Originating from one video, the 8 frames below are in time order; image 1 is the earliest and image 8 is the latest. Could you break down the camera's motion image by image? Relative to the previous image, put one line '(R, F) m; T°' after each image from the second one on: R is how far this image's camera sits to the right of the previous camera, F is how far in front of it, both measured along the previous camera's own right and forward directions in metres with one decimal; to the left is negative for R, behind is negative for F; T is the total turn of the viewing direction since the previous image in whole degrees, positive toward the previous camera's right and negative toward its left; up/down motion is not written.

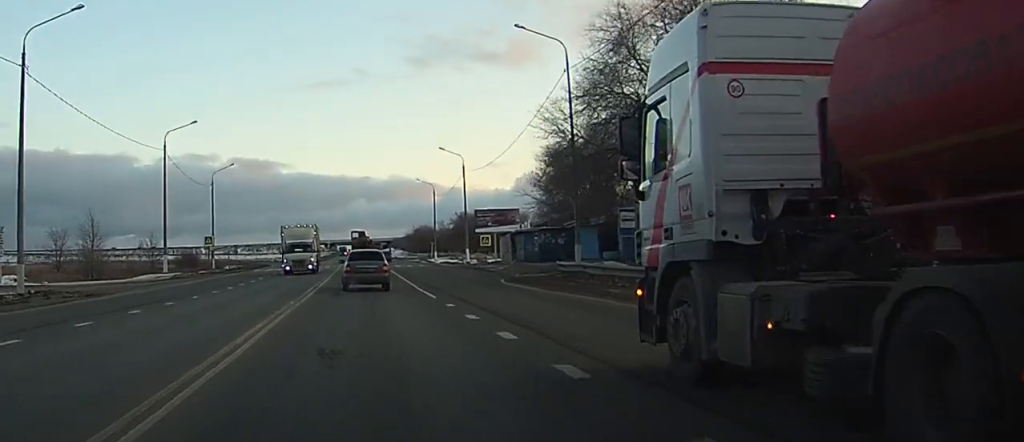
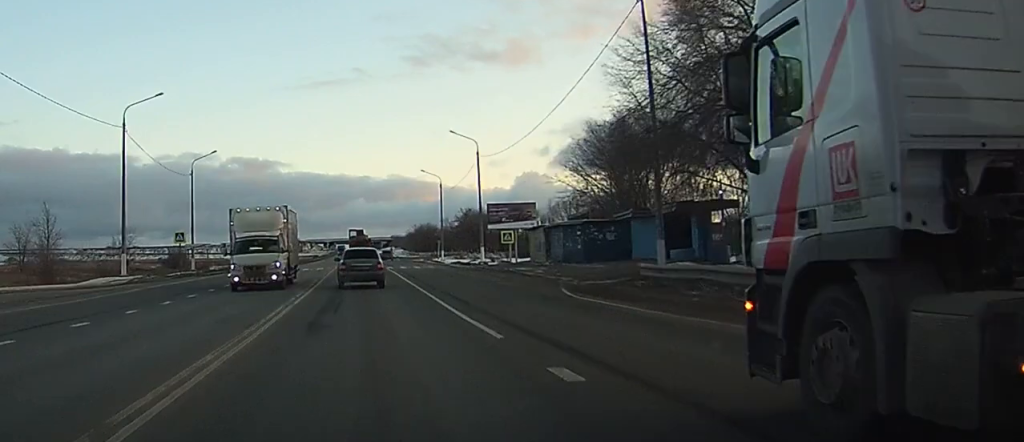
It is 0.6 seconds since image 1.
(+0.1, +12.0) m; 0°
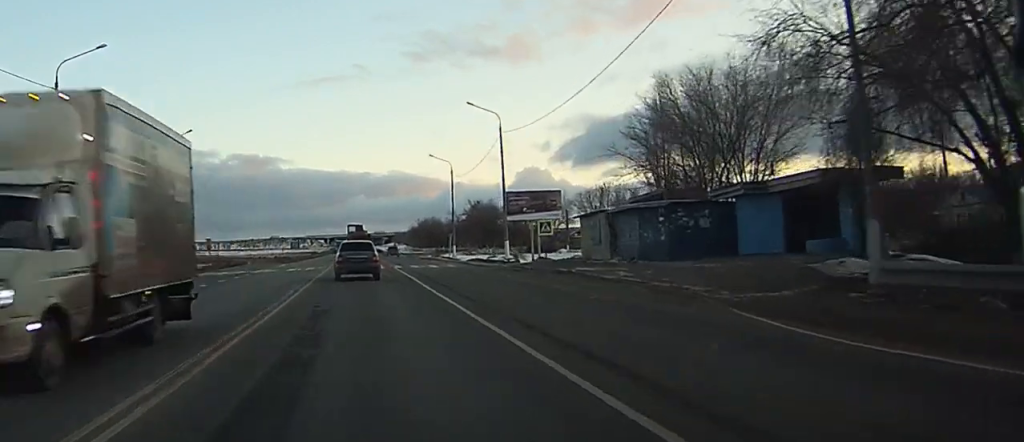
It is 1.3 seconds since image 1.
(-0.1, +13.4) m; -1°
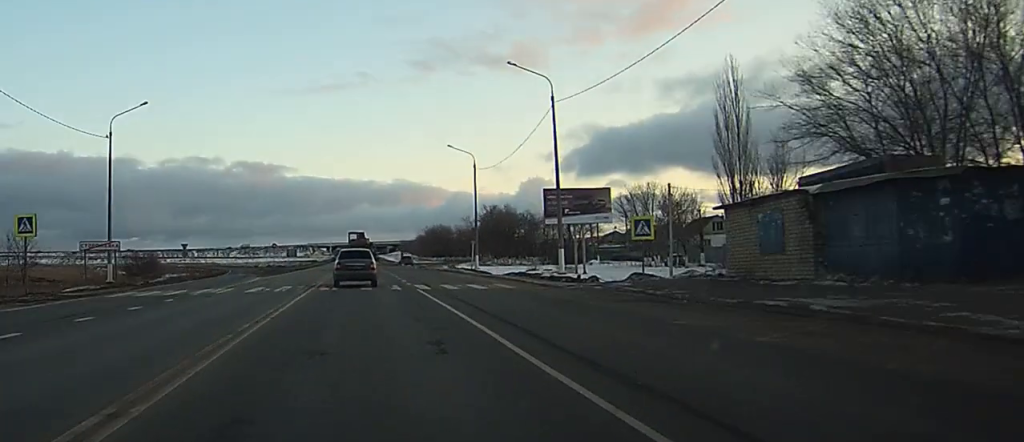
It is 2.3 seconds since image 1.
(-0.1, +17.9) m; 0°
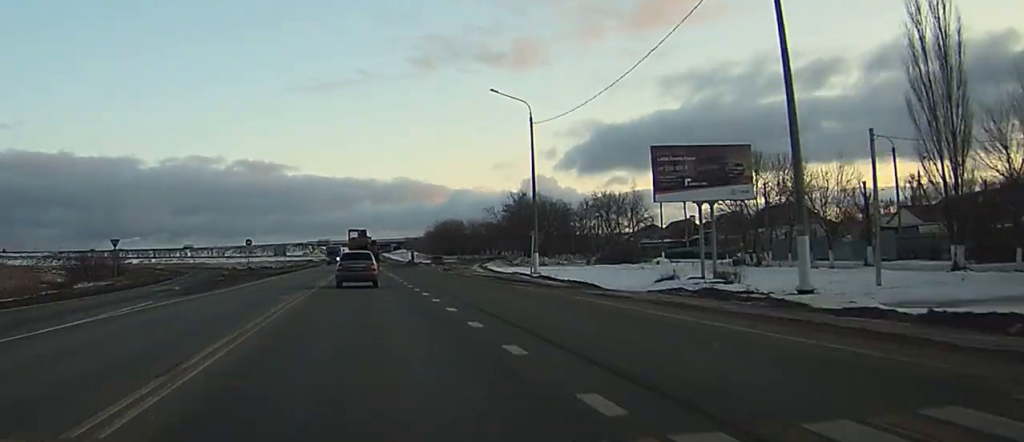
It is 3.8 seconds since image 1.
(+0.1, +28.8) m; 0°
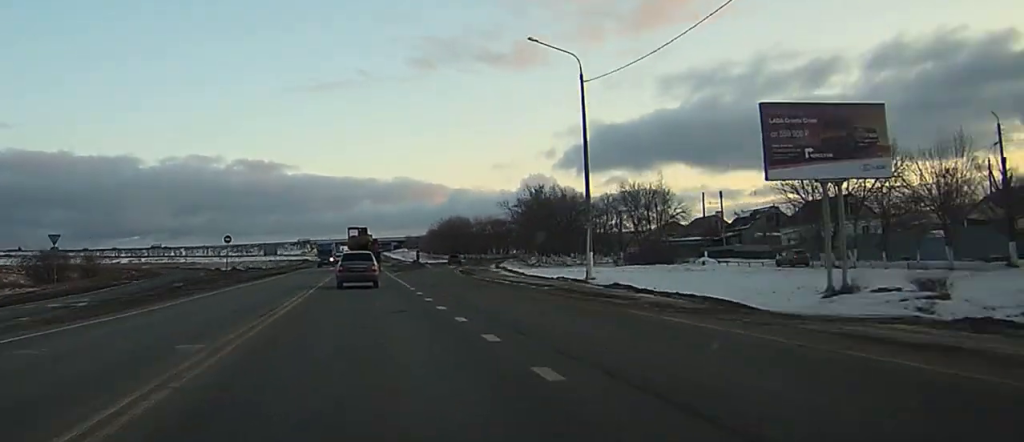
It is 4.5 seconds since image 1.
(+0.1, +14.0) m; 0°
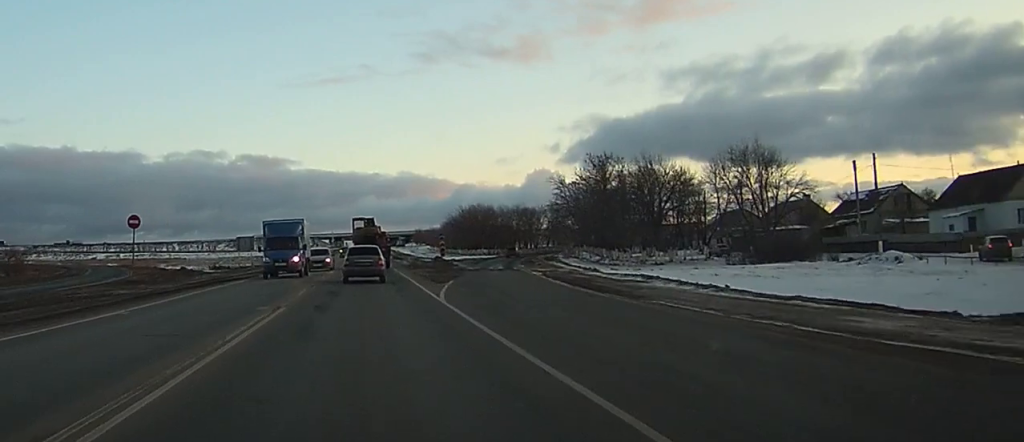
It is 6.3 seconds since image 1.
(-0.2, +33.2) m; 0°
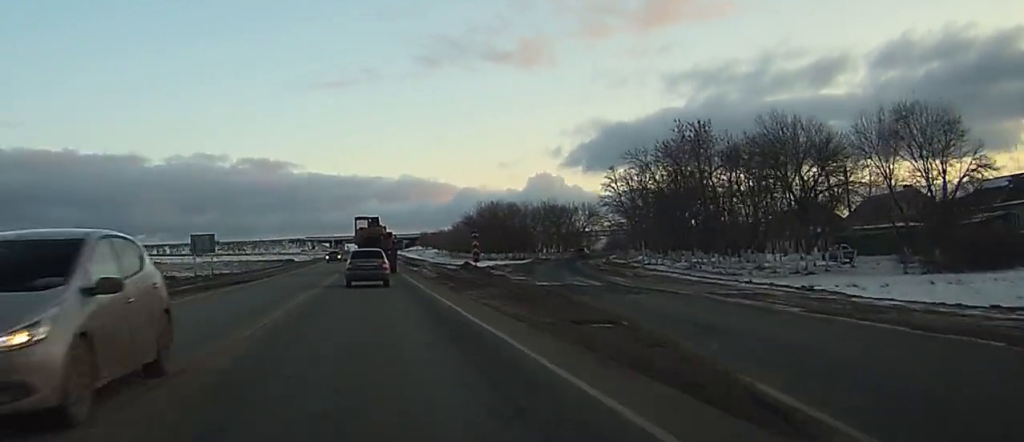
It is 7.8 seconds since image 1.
(0.0, +27.4) m; 0°
